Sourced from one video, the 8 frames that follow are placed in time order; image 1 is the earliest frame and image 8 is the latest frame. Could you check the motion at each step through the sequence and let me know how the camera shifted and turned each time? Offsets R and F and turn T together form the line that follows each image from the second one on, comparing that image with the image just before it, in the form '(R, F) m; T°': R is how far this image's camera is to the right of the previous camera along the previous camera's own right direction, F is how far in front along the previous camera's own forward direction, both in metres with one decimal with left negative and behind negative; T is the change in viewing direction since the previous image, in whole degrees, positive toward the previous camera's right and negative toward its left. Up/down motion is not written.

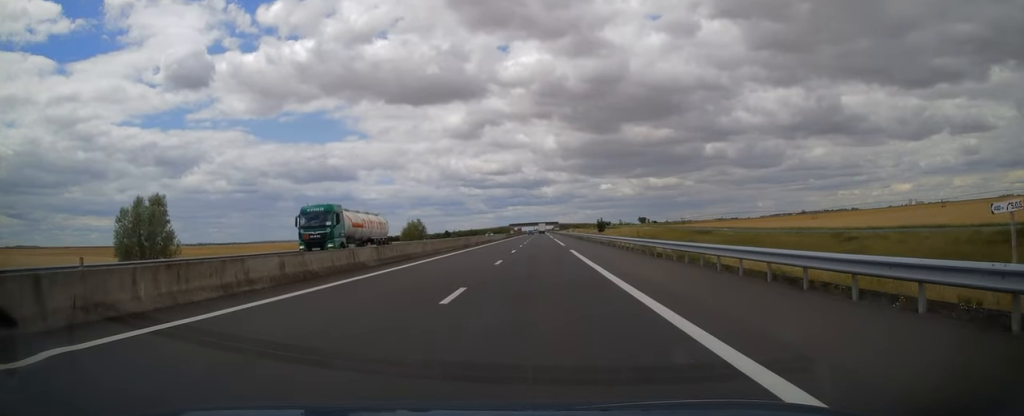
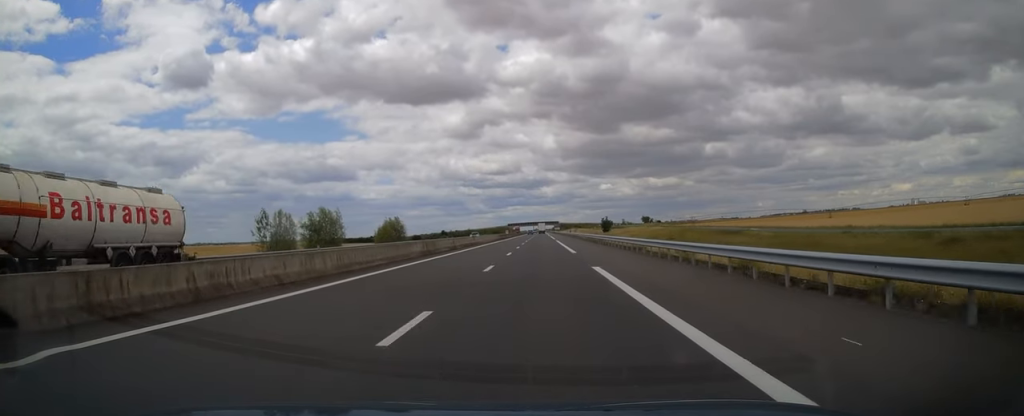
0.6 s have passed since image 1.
(+0.1, +17.1) m; 0°
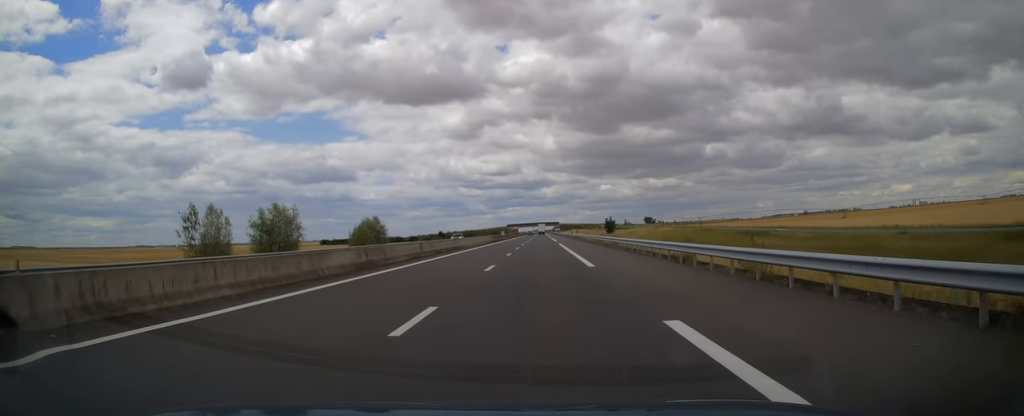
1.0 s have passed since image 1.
(-0.2, +12.2) m; 0°
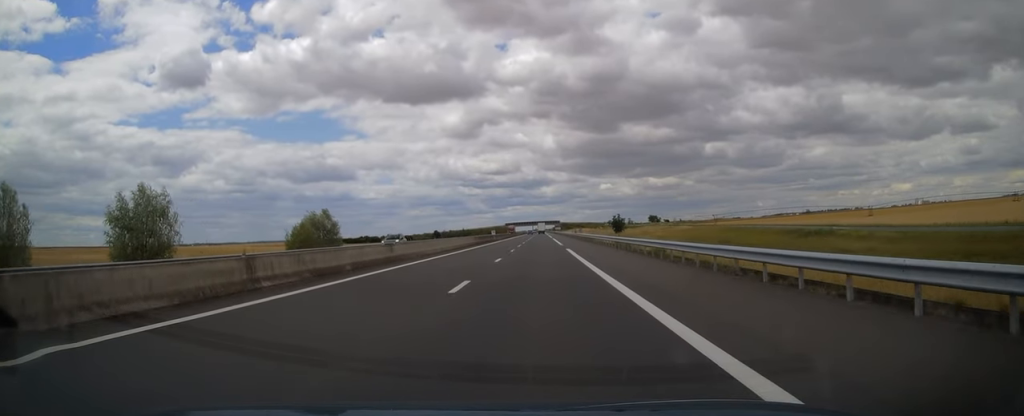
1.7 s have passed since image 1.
(-0.1, +20.5) m; 0°
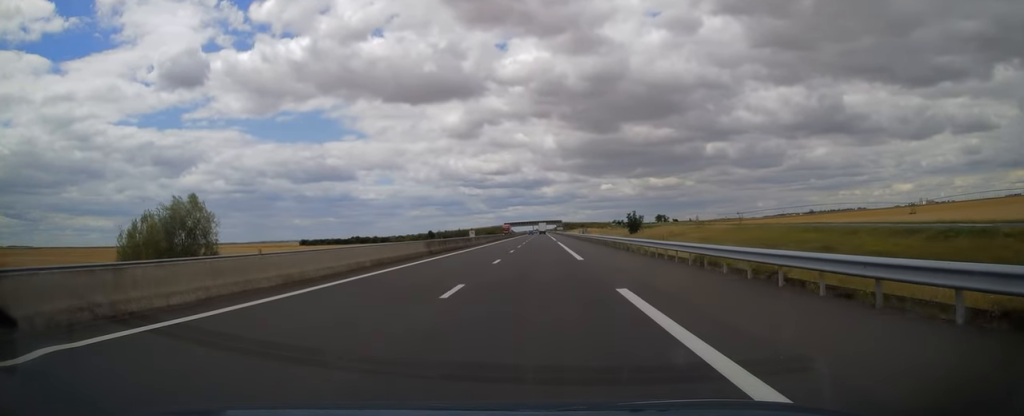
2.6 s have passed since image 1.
(+0.3, +26.8) m; 0°
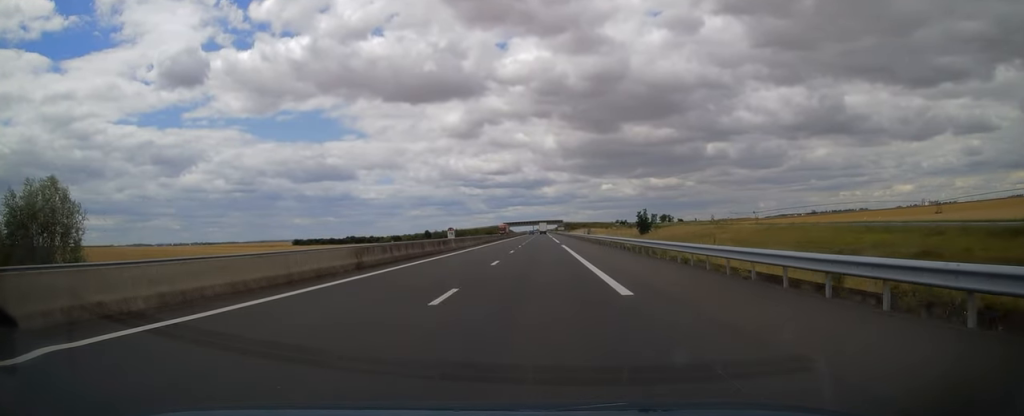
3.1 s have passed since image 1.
(+0.1, +14.2) m; 0°
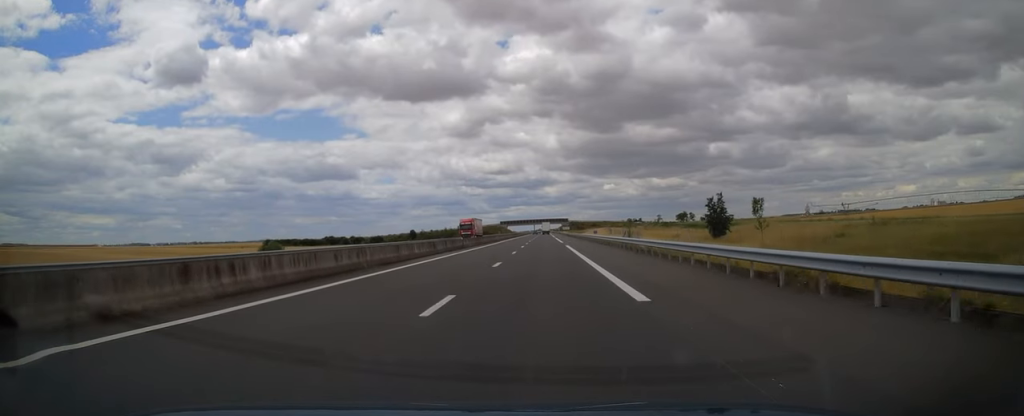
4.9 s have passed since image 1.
(-0.4, +53.2) m; 0°
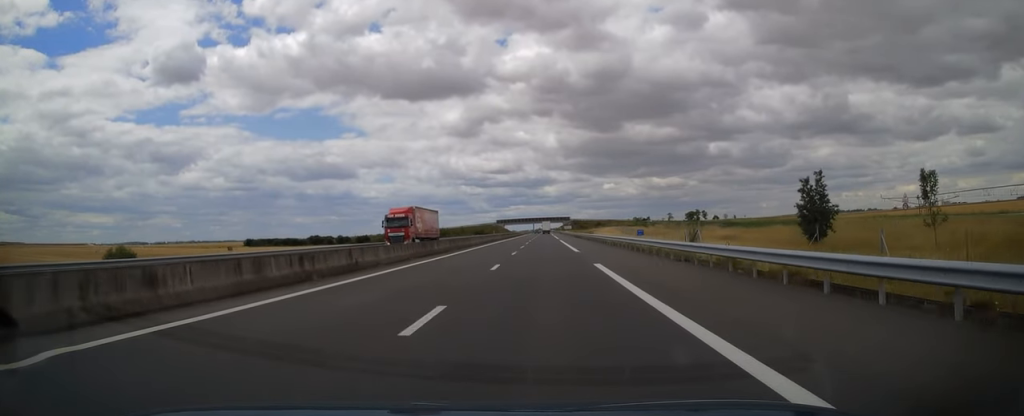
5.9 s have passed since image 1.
(0.0, +27.8) m; 0°
